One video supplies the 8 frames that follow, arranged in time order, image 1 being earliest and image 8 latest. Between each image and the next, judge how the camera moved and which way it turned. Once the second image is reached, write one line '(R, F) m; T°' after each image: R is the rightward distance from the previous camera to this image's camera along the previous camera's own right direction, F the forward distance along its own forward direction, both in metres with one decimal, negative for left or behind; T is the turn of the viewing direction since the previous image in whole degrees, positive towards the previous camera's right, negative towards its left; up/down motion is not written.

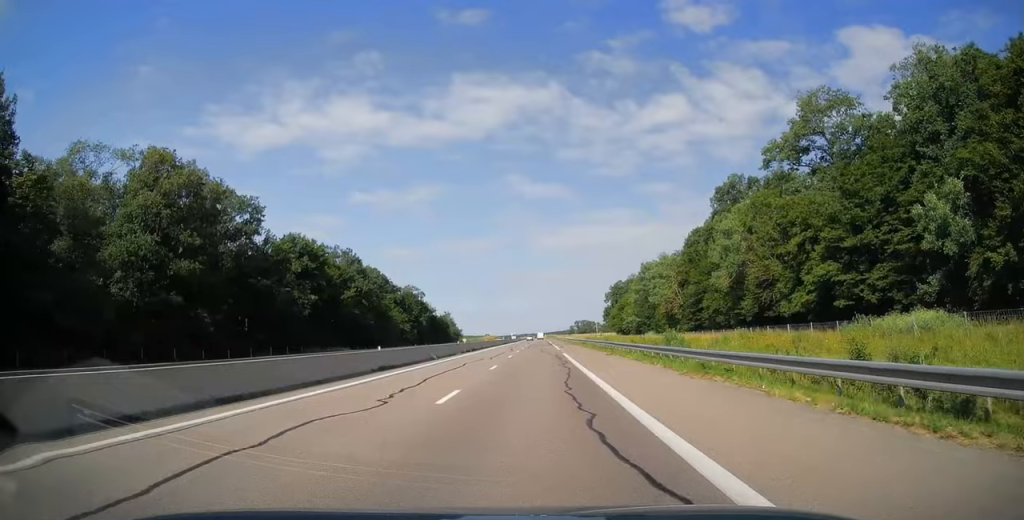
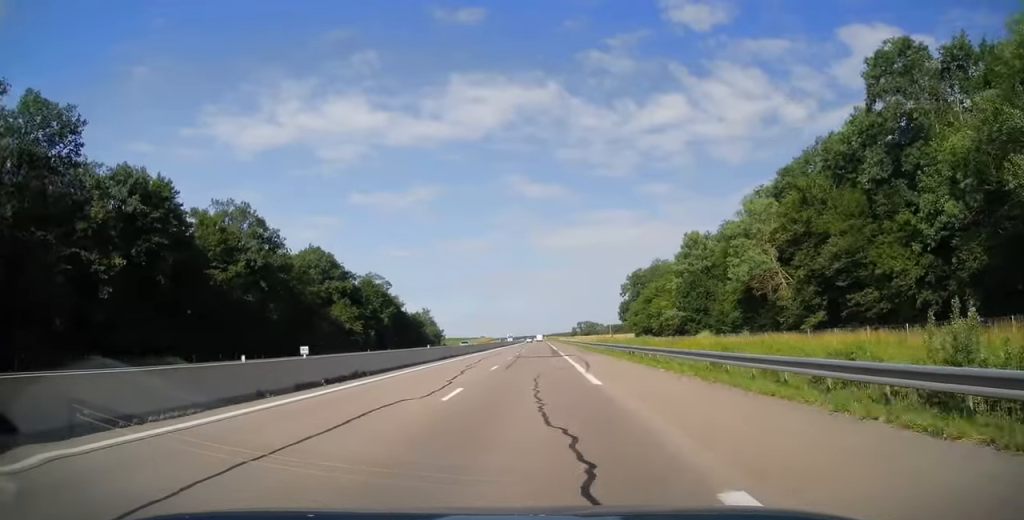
(+0.3, +37.5) m; 0°
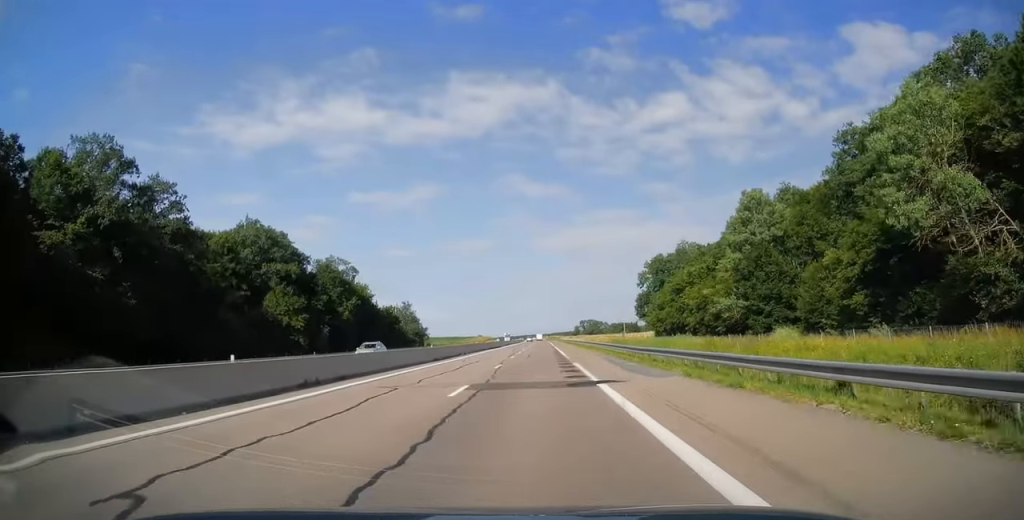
(-0.2, +24.8) m; 0°
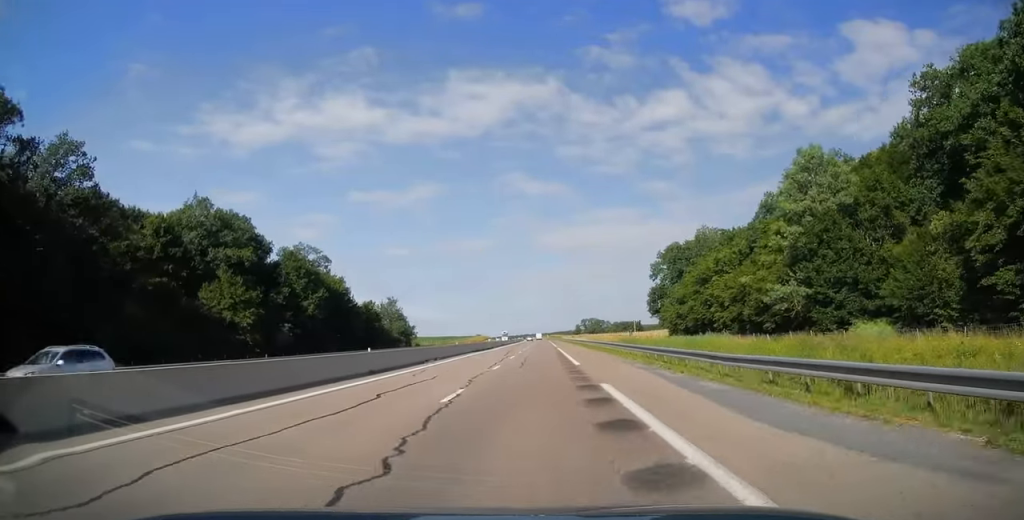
(+0.2, +14.1) m; 0°
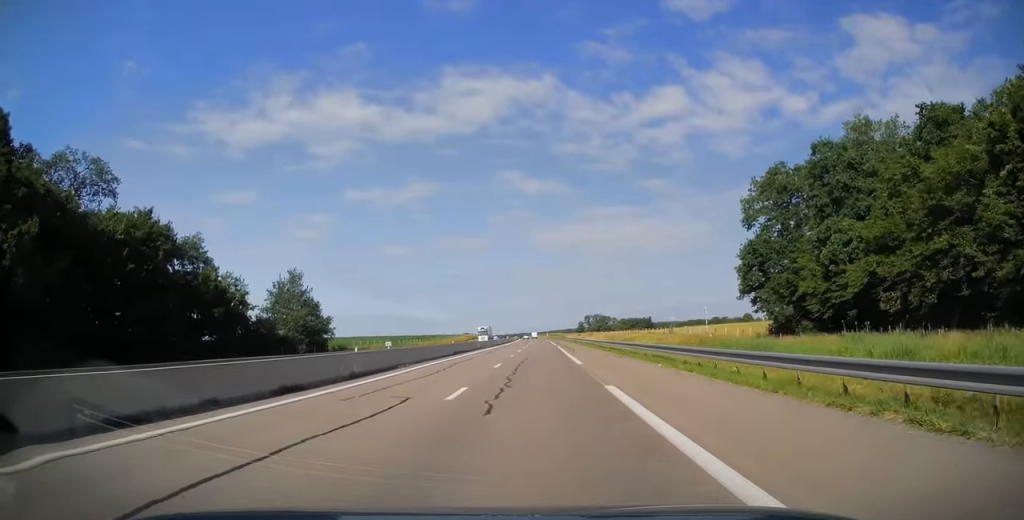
(-0.1, +51.2) m; 0°
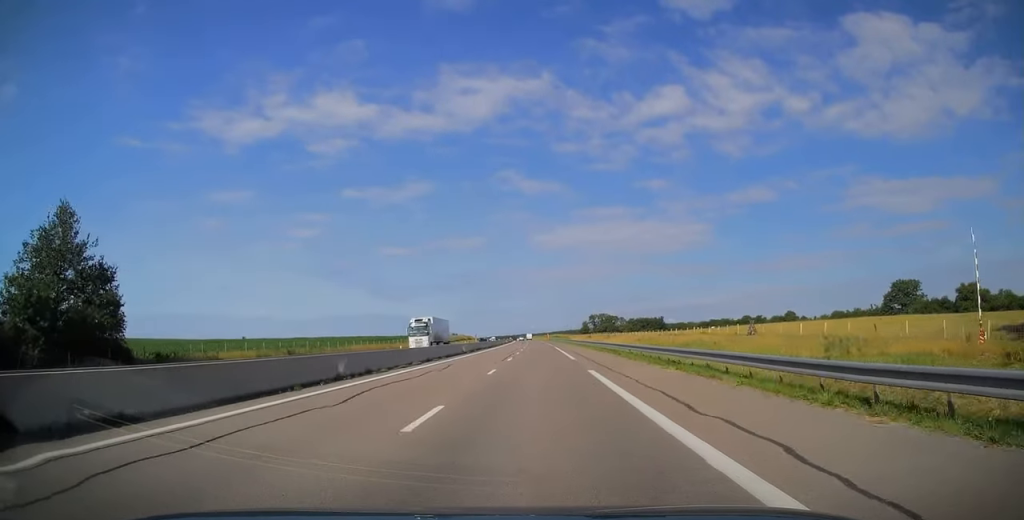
(-0.1, +42.9) m; -1°
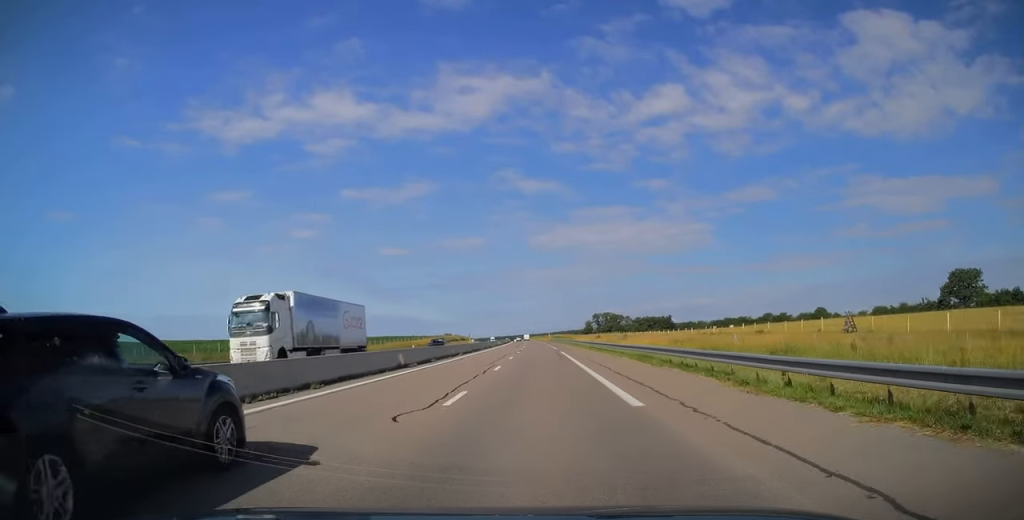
(0.0, +22.5) m; 0°
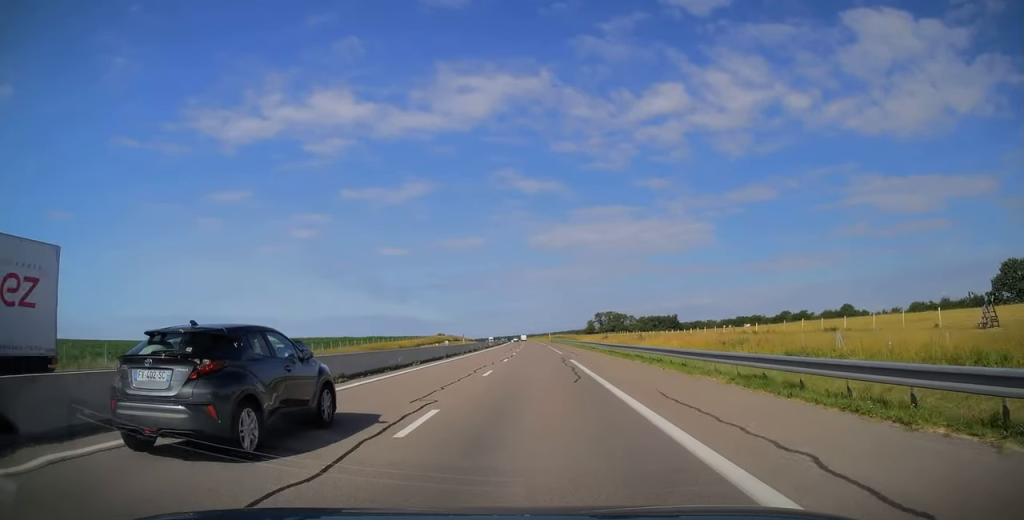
(0.0, +16.6) m; 0°
